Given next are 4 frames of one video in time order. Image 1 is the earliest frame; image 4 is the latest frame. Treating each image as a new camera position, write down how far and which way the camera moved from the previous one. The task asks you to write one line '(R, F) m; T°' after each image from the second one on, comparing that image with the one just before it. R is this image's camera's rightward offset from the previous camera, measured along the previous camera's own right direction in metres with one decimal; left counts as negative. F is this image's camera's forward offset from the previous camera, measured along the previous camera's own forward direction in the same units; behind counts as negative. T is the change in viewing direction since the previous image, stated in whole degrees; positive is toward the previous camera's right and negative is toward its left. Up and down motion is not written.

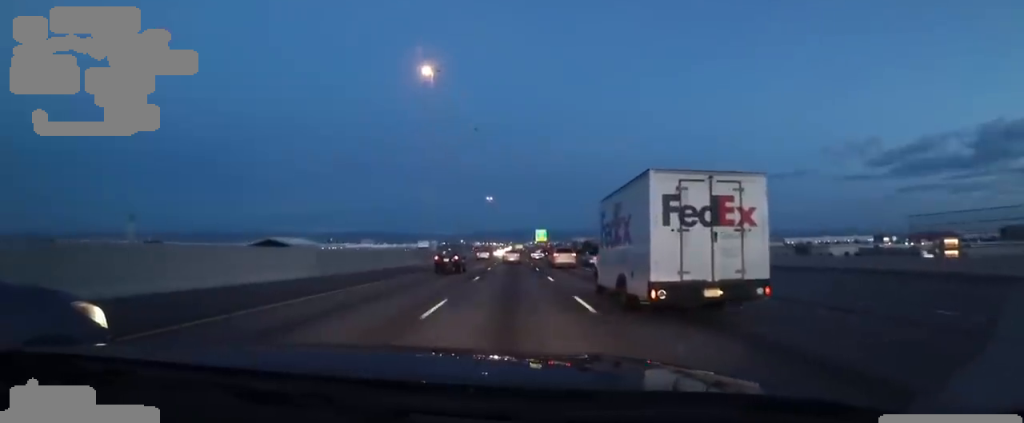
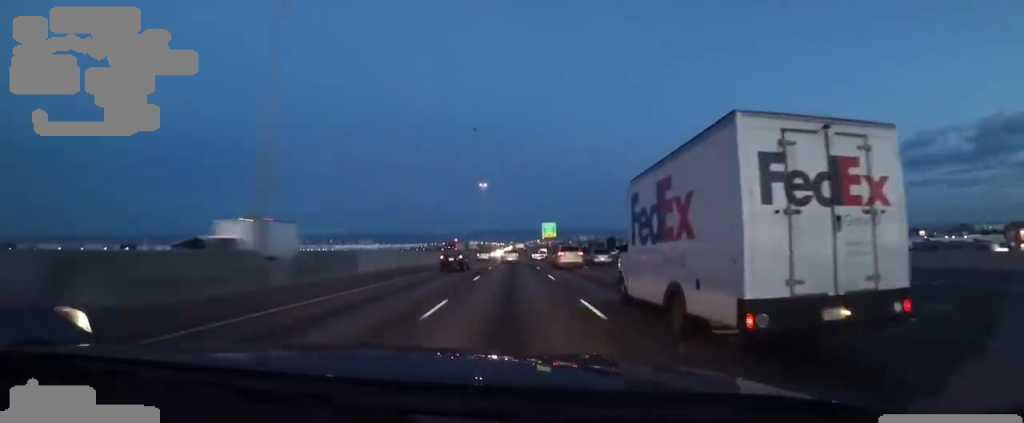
(-1.1, +37.3) m; -2°
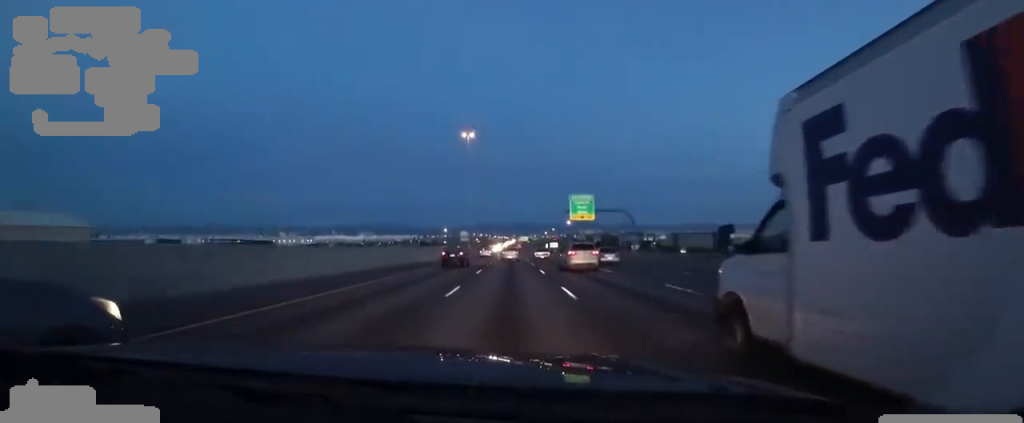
(+0.2, +56.0) m; 0°
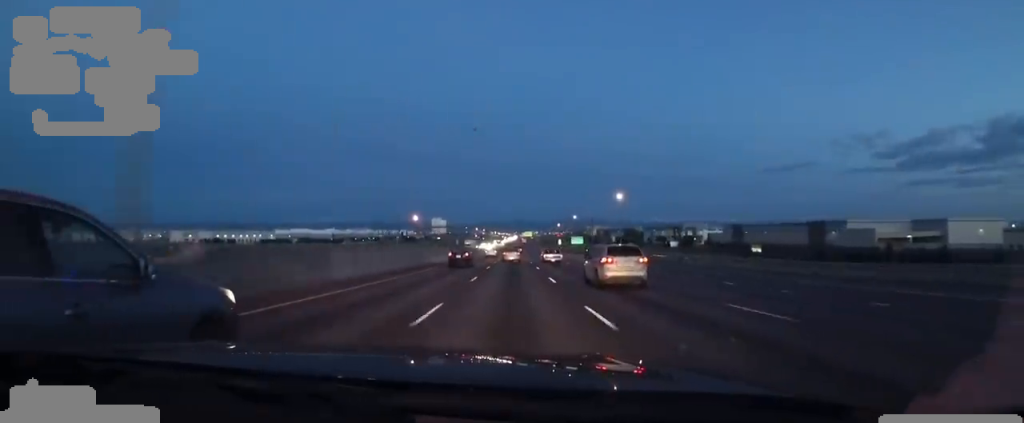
(-1.0, +78.6) m; -1°
